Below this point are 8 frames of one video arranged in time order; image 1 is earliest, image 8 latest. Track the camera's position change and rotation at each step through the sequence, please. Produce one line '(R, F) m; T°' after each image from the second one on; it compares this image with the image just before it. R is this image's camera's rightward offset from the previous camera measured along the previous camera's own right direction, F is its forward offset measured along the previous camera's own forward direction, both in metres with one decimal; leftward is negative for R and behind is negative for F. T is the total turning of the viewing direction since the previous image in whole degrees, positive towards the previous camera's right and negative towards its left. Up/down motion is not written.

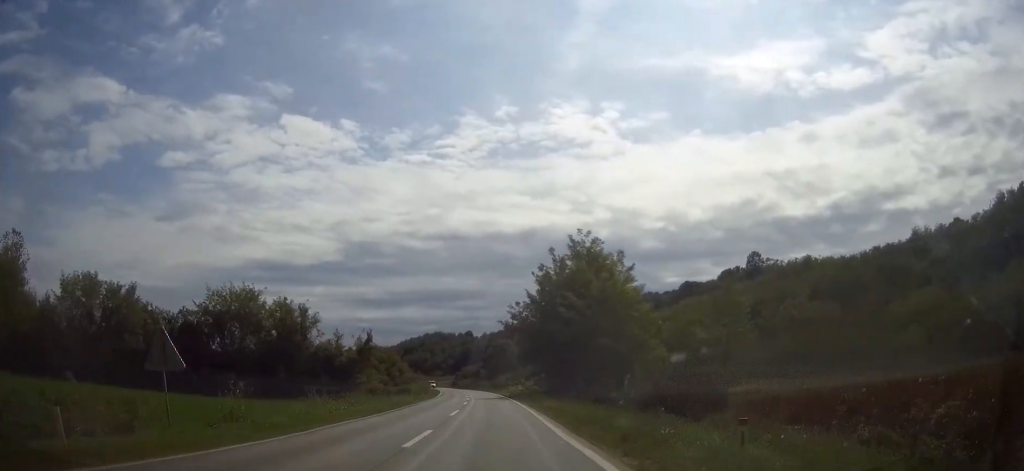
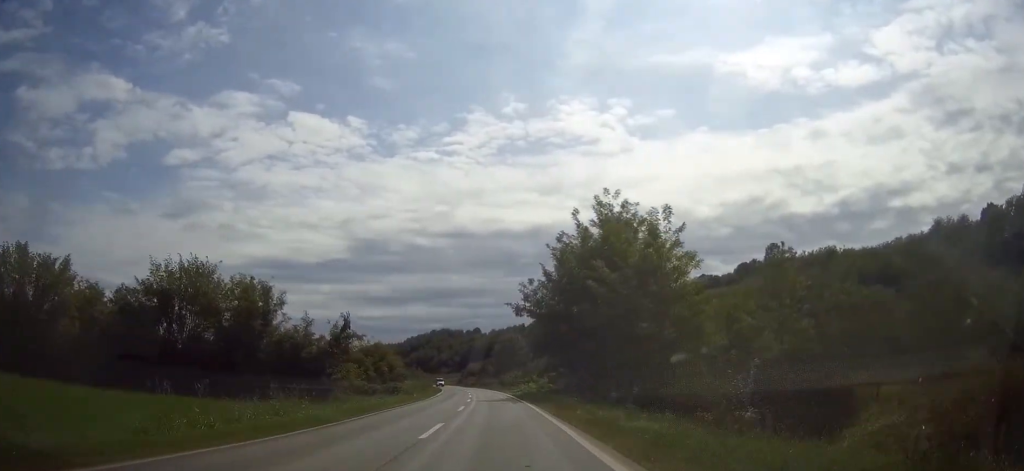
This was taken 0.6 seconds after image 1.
(-0.2, +12.9) m; 0°
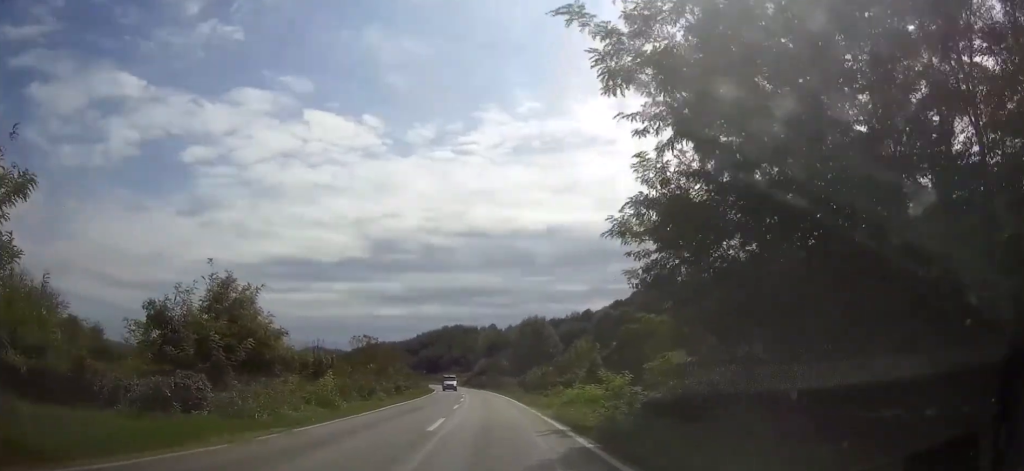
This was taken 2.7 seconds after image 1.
(-0.4, +41.2) m; -2°
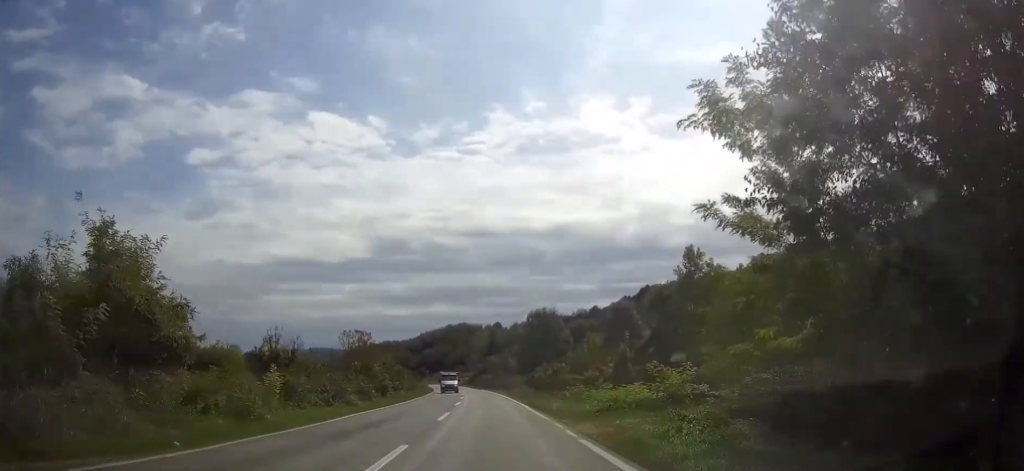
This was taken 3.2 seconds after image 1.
(0.0, +10.1) m; 0°
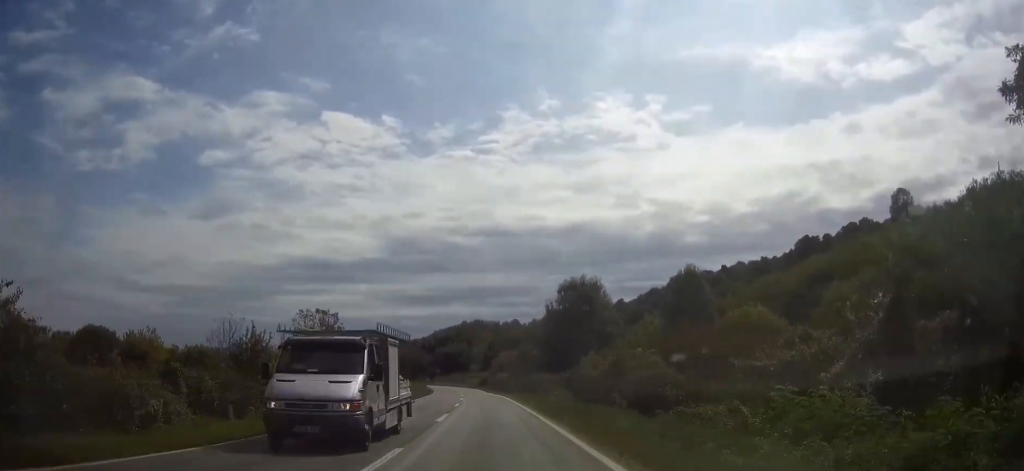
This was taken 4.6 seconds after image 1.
(-0.3, +28.9) m; -1°
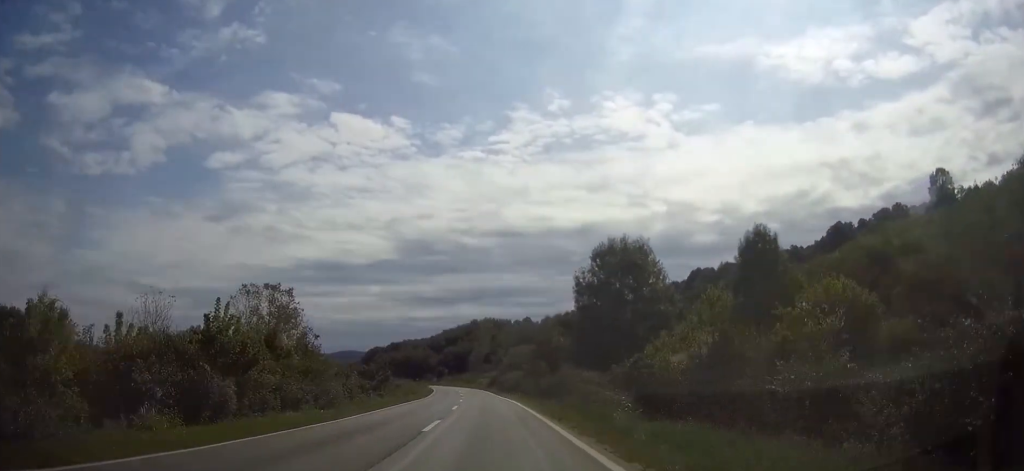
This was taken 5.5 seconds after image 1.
(-0.2, +19.2) m; -1°
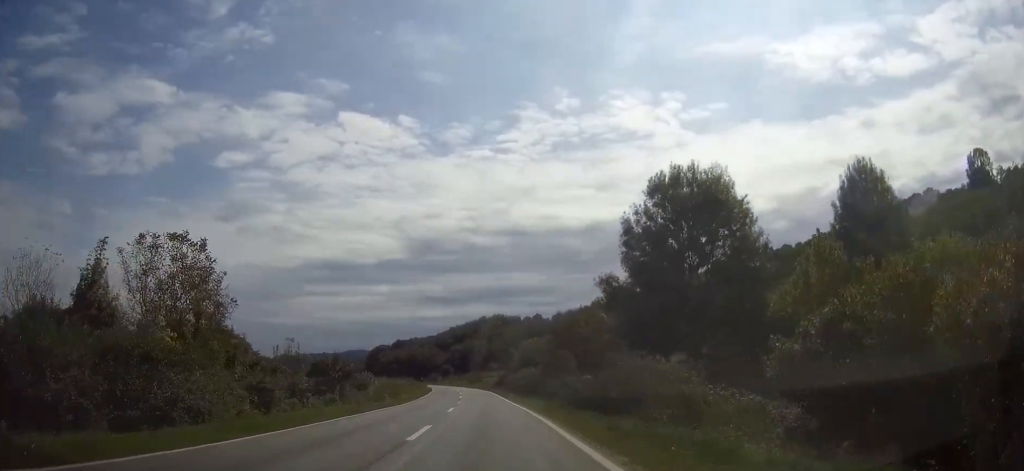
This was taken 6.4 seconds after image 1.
(-0.1, +18.0) m; -1°
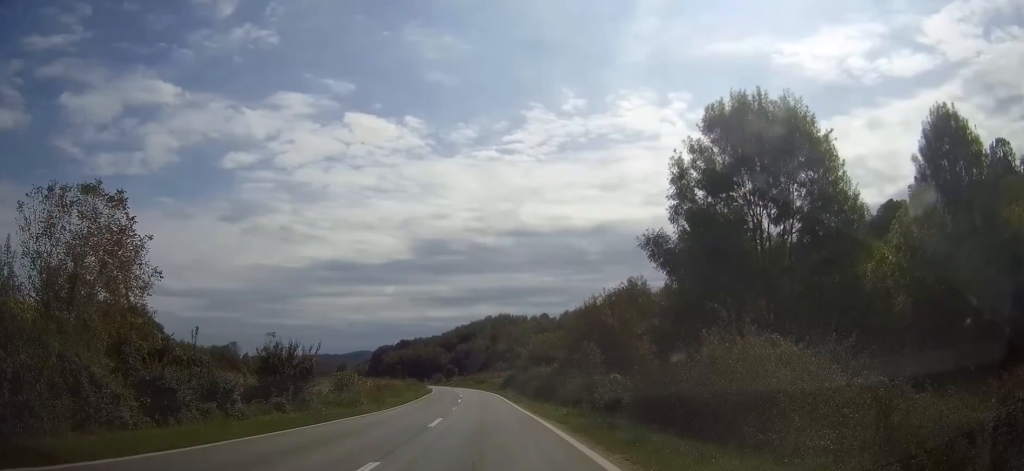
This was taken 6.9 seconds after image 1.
(0.0, +9.6) m; -1°
